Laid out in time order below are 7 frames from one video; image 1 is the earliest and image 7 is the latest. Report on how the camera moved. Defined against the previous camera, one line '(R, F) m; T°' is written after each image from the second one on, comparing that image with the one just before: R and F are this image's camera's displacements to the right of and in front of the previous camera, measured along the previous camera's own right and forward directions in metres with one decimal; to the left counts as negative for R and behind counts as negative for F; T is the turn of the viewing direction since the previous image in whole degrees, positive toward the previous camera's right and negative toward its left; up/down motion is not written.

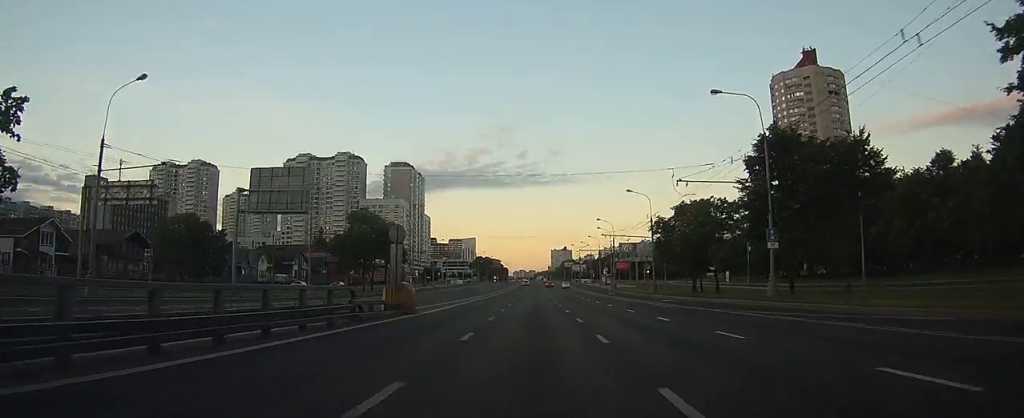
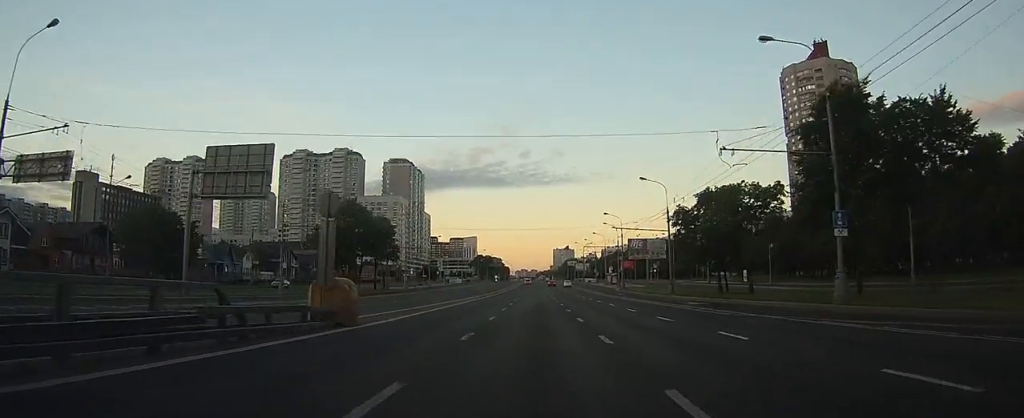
(0.0, +8.1) m; 0°
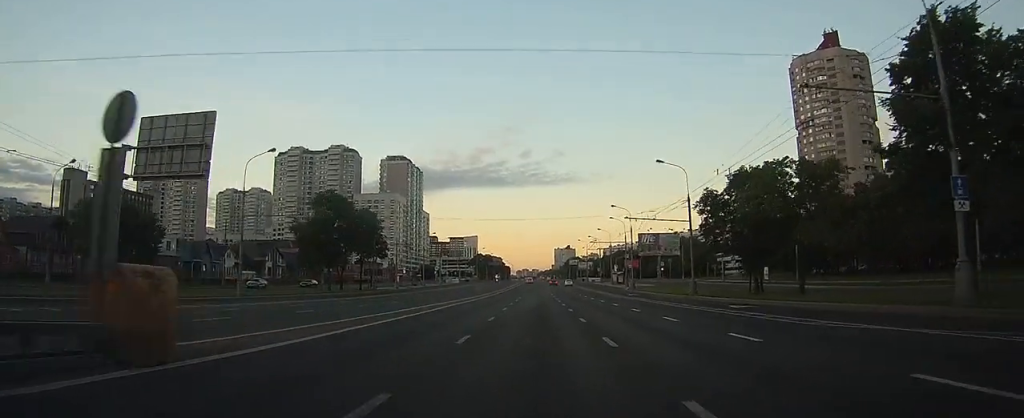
(0.0, +8.7) m; 0°
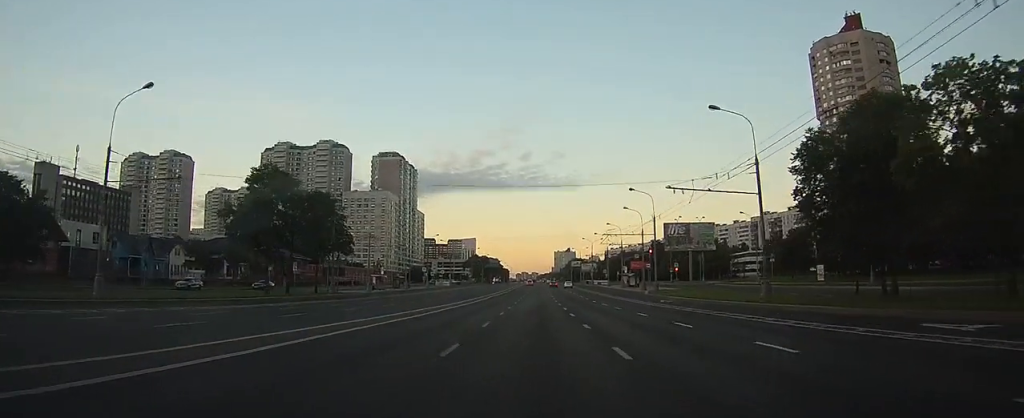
(-0.1, +18.0) m; 0°
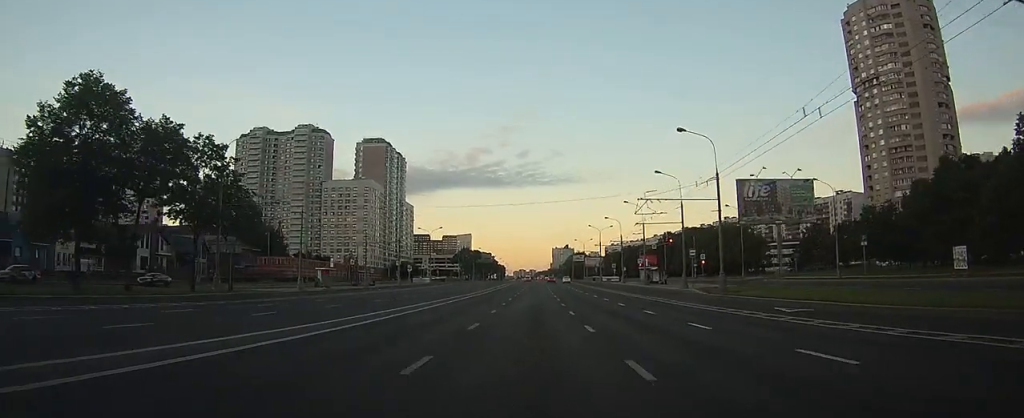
(+0.1, +26.5) m; 0°
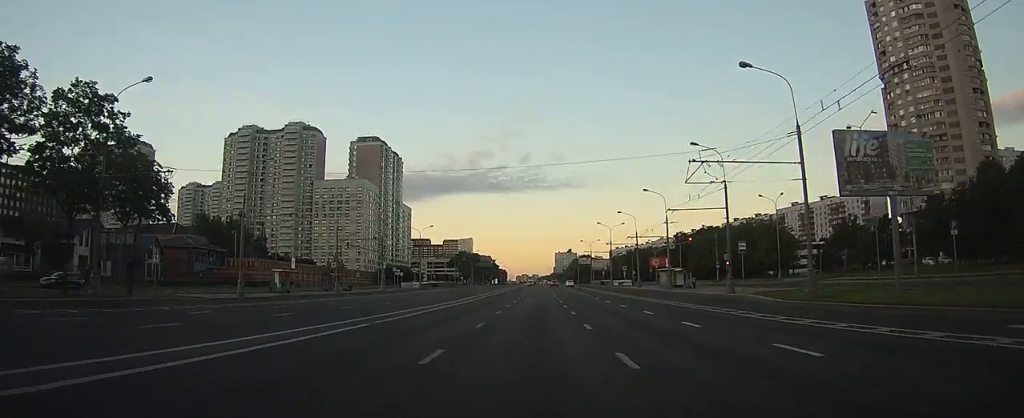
(0.0, +14.7) m; 0°
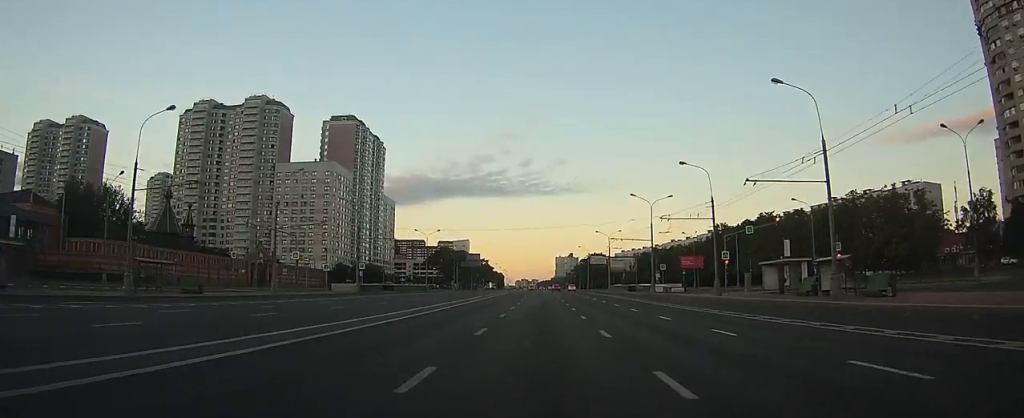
(-0.2, +42.2) m; -1°
